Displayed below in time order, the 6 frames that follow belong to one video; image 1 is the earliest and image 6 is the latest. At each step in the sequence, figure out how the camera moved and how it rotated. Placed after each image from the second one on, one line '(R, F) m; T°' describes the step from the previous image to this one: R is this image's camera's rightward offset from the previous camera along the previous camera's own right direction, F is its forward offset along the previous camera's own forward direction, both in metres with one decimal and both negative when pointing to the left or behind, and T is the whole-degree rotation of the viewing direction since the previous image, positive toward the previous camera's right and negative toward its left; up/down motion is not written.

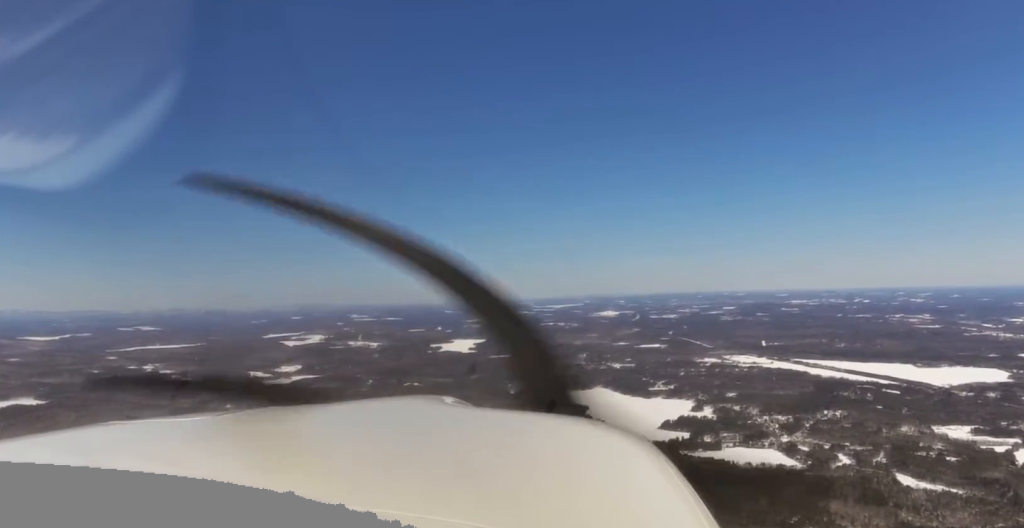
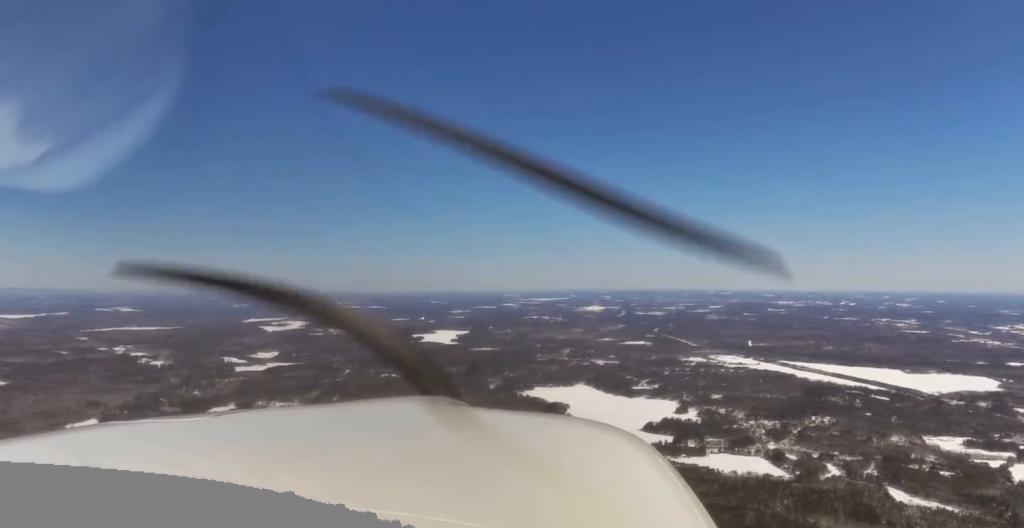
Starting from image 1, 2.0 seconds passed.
(-0.3, +123.7) m; +1°
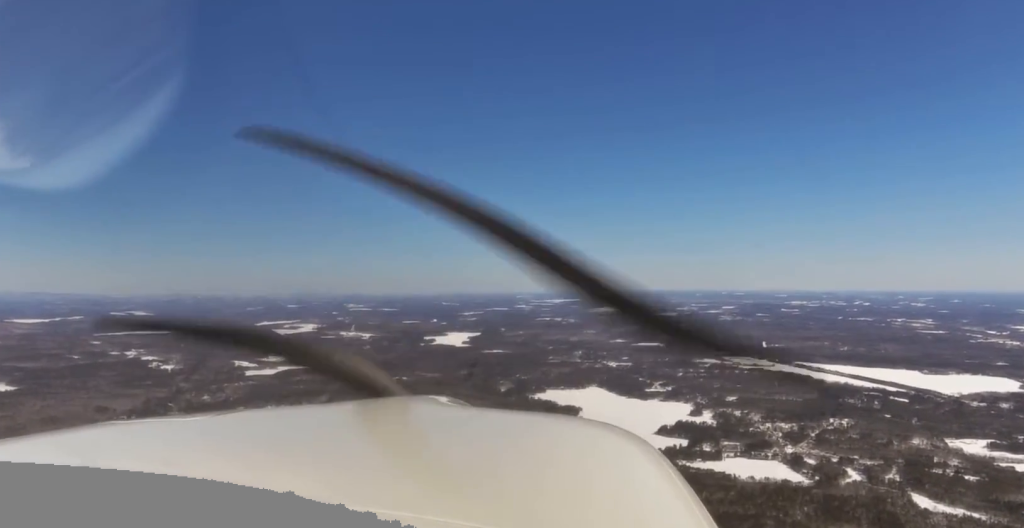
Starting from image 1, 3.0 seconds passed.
(+1.0, +61.6) m; +1°
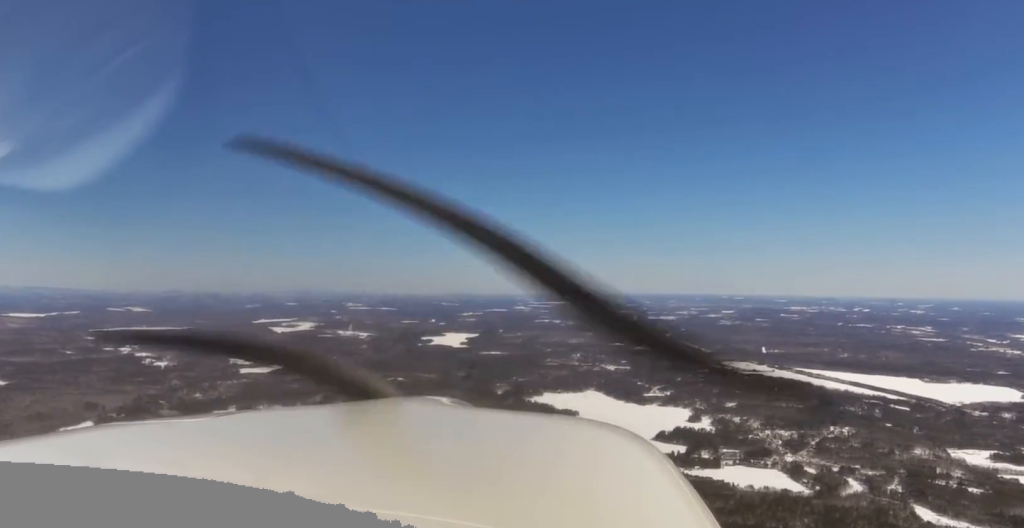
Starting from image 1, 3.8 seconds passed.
(+0.3, +47.1) m; 0°
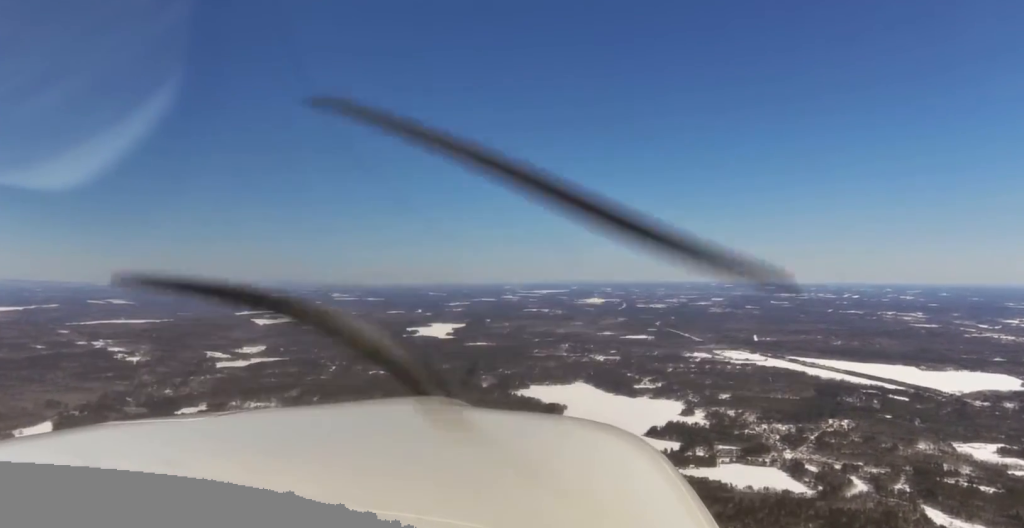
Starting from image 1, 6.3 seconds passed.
(-1.0, +153.0) m; 0°
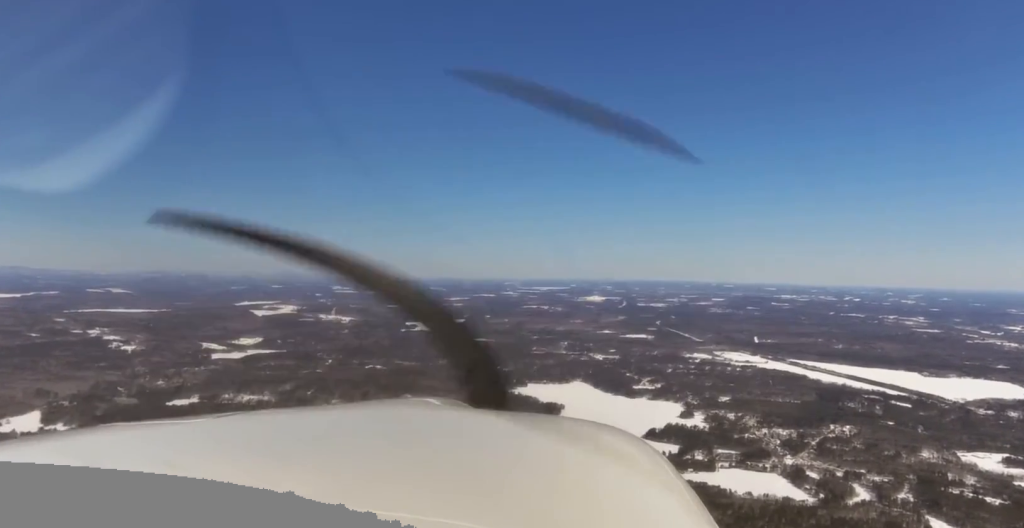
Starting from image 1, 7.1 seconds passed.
(0.0, +52.9) m; -1°
